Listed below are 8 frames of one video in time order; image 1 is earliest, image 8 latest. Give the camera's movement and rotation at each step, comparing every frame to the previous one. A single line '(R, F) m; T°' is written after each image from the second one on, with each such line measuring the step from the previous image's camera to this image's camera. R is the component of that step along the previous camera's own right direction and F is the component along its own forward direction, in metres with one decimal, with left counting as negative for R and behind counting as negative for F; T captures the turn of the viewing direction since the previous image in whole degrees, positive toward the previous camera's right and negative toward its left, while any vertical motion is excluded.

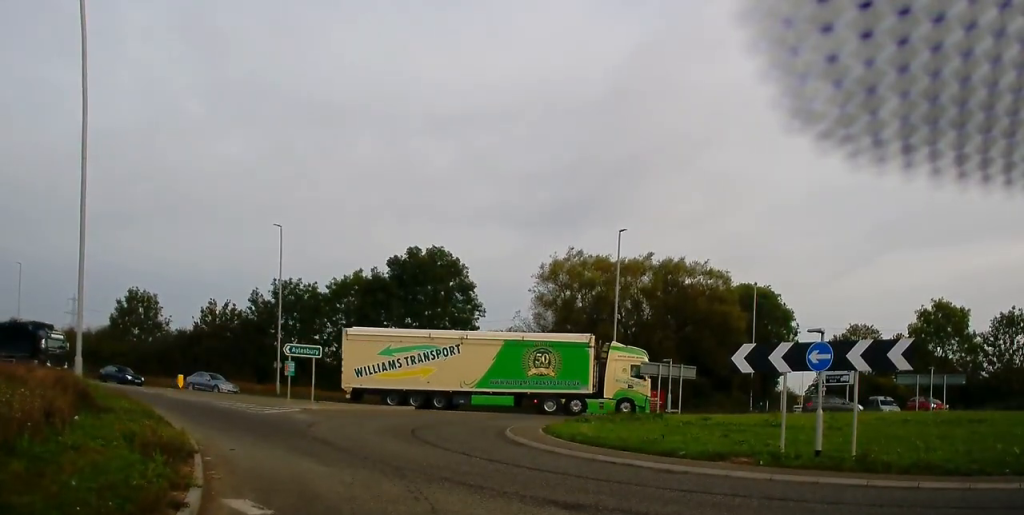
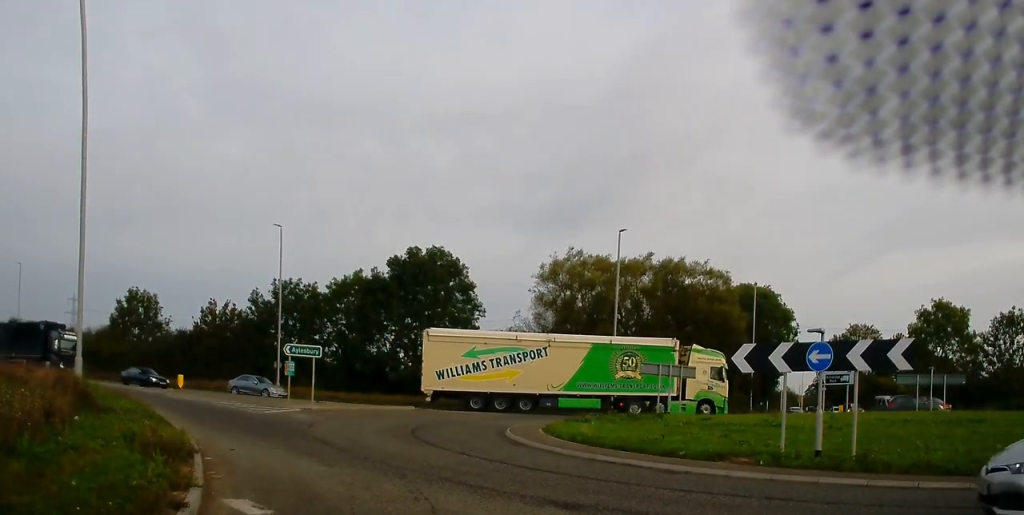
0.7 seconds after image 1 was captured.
(0.0, 0.0) m; 0°
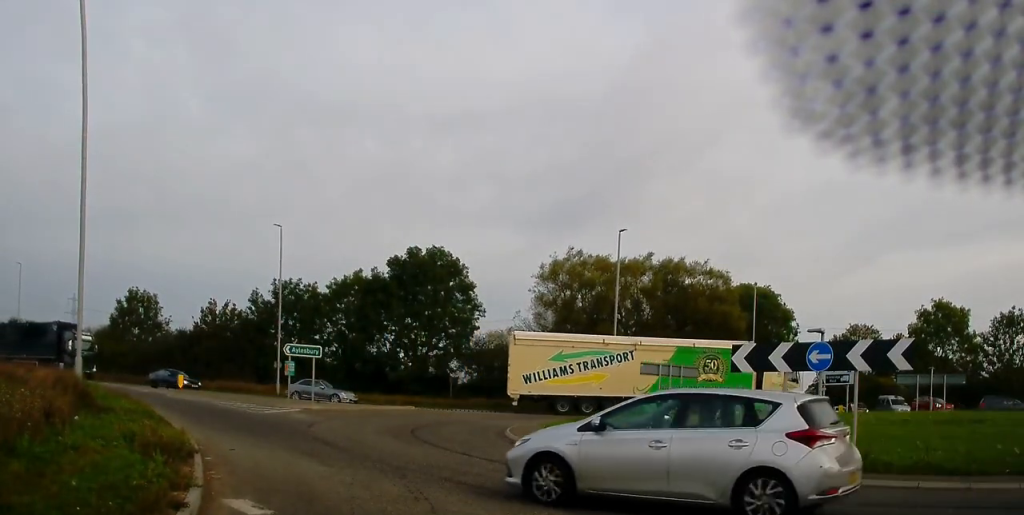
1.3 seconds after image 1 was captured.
(0.0, 0.0) m; 0°
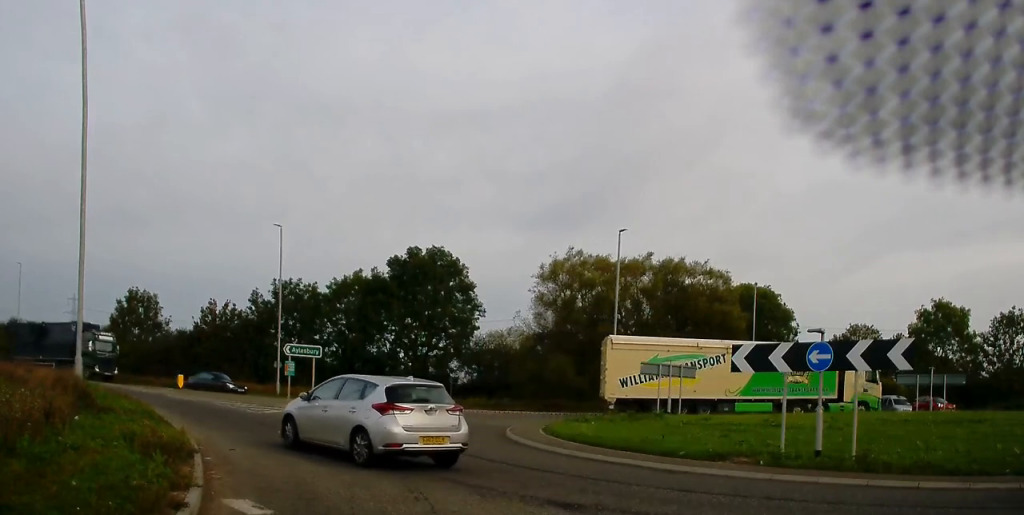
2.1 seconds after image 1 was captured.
(0.0, 0.0) m; 0°
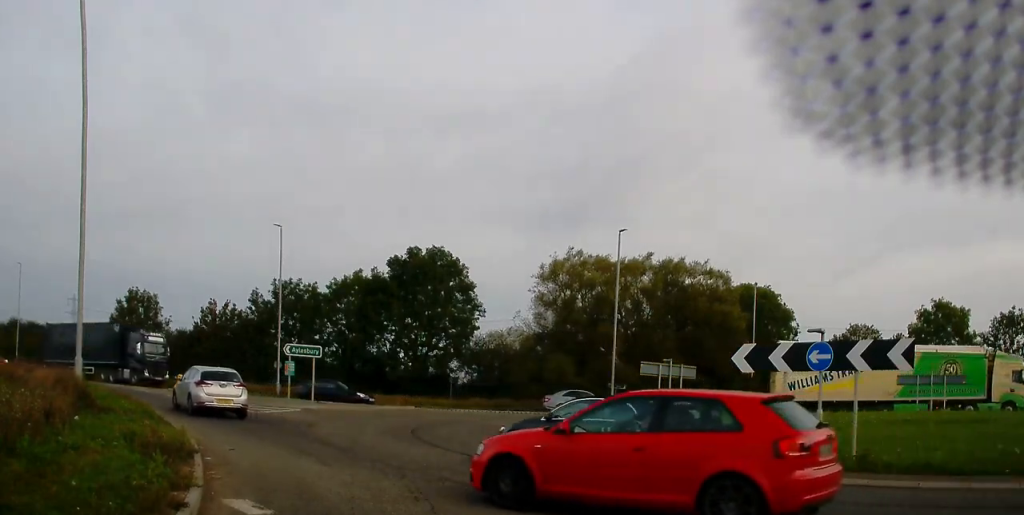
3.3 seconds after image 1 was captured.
(0.0, 0.0) m; 0°
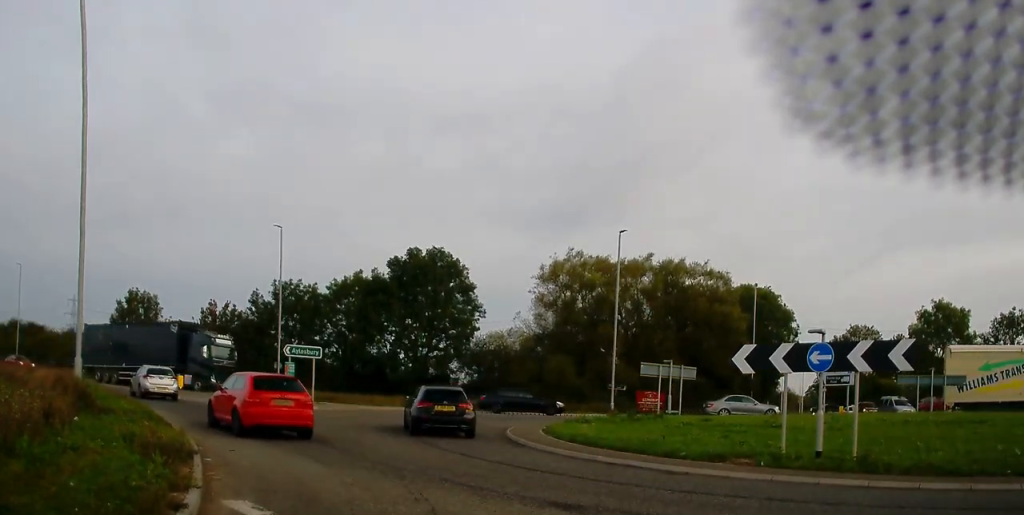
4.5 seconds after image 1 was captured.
(0.0, 0.0) m; 0°
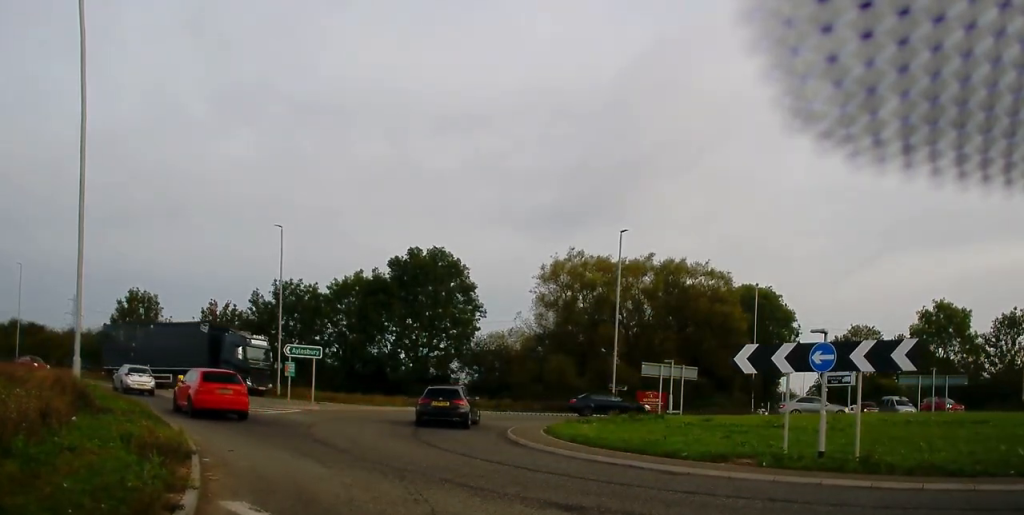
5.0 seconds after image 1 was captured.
(0.0, 0.0) m; 0°
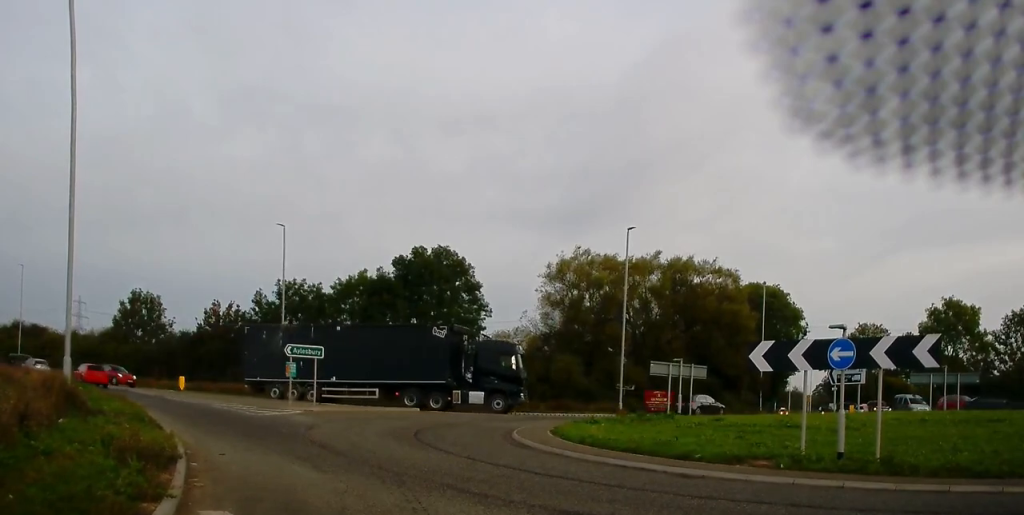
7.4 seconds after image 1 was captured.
(0.0, +0.2) m; 0°
